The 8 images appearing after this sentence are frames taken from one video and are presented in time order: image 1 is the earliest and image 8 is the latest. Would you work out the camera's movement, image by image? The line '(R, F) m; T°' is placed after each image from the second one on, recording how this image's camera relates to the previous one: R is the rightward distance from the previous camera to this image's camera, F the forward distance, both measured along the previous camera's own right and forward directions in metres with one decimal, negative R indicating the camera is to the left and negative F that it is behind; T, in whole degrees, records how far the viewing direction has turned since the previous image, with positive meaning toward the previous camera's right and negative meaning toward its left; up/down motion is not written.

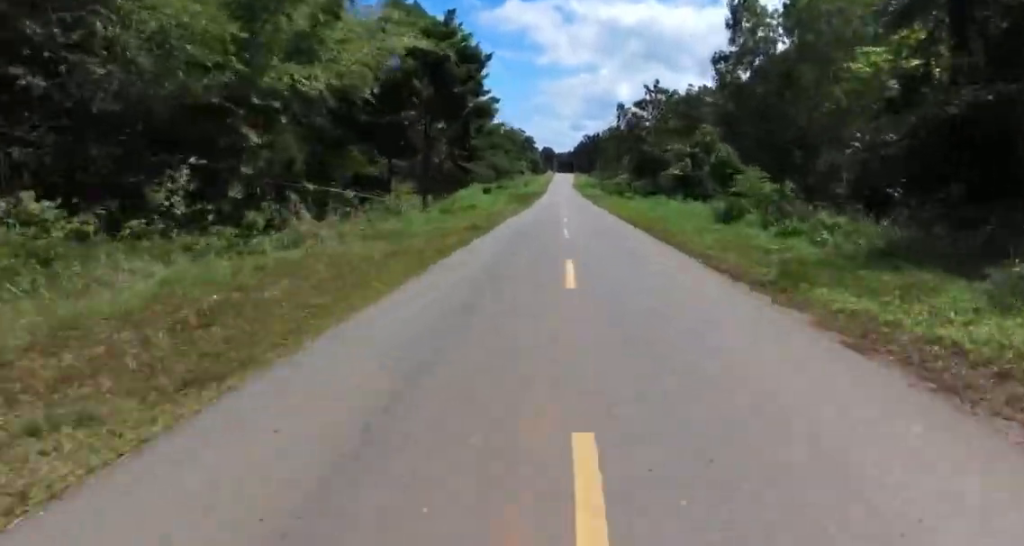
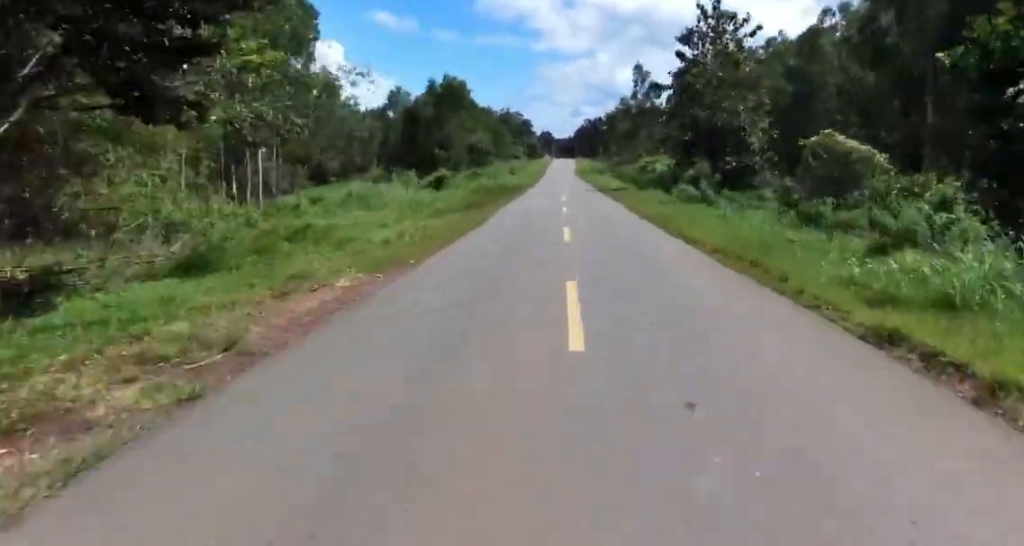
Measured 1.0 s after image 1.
(+0.3, +28.1) m; +1°
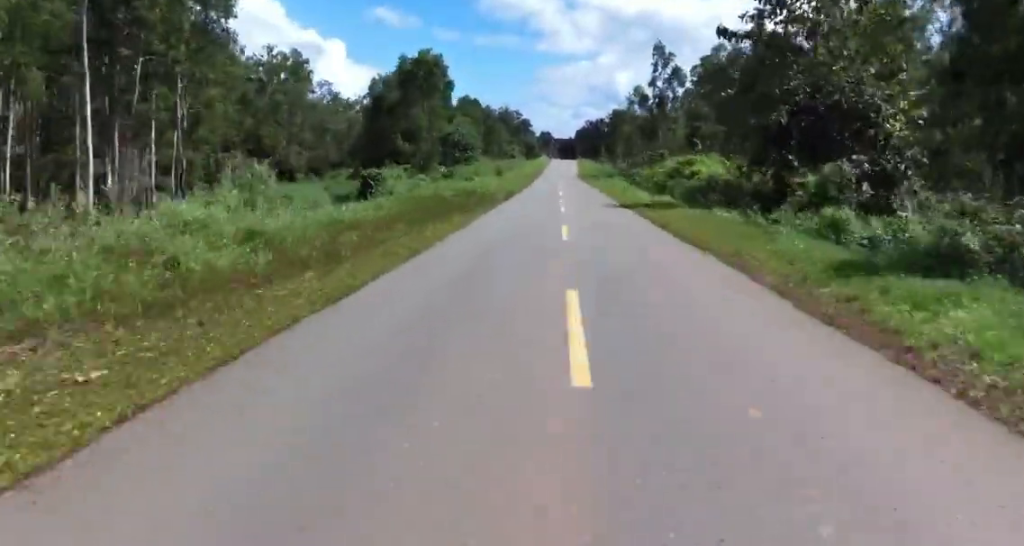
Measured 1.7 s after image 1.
(0.0, +18.8) m; 0°
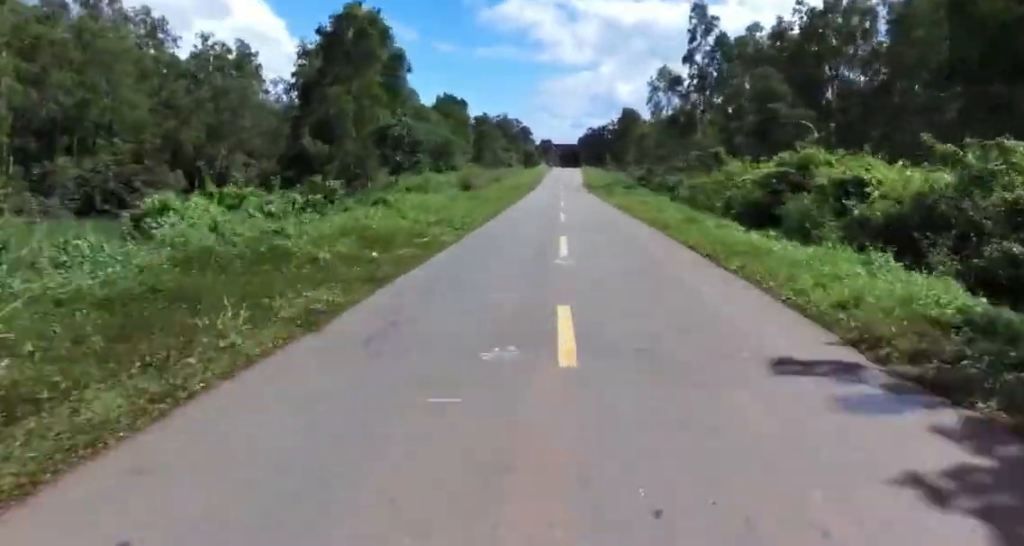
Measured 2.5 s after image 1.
(0.0, +21.5) m; +1°
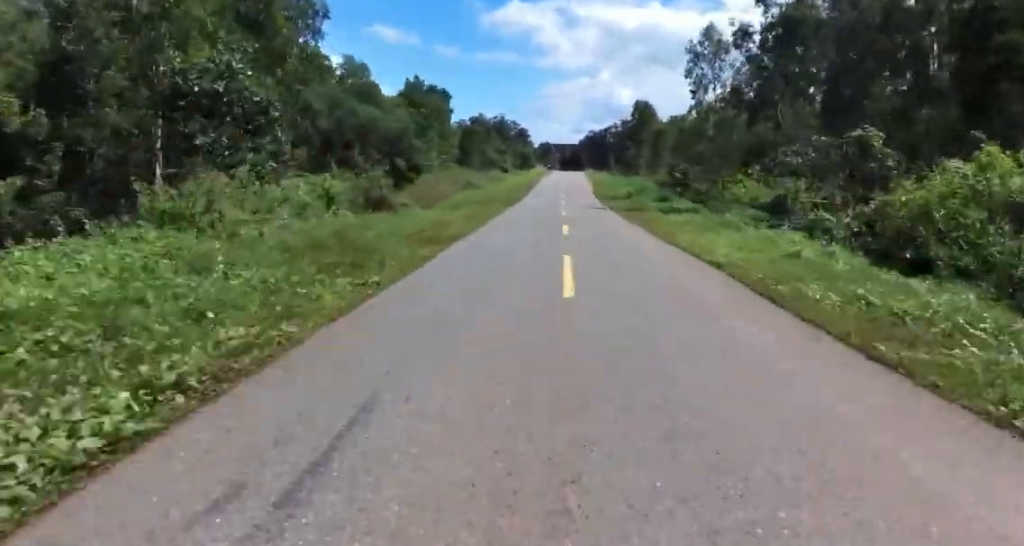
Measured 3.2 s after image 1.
(+0.2, +21.1) m; -1°
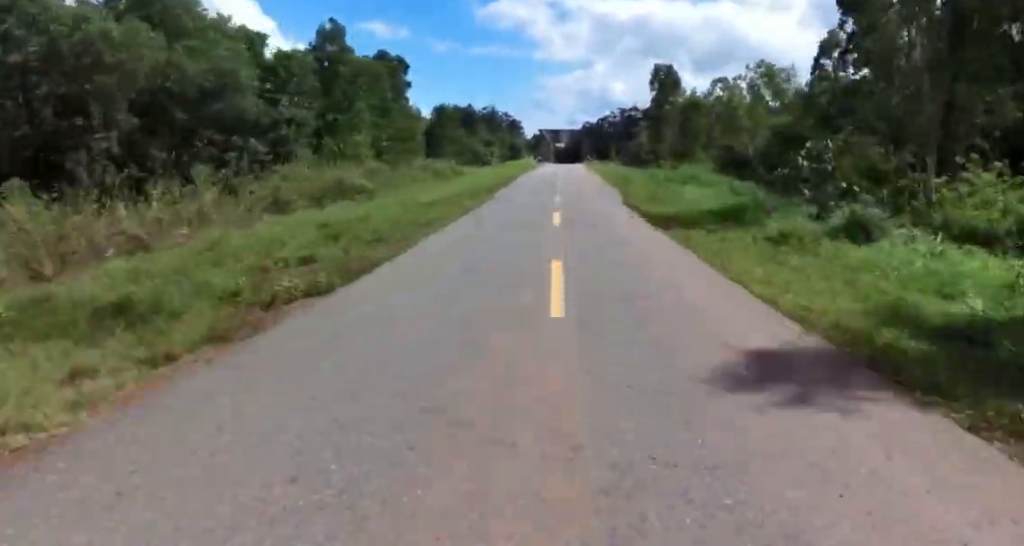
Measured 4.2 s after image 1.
(-0.6, +26.4) m; -1°
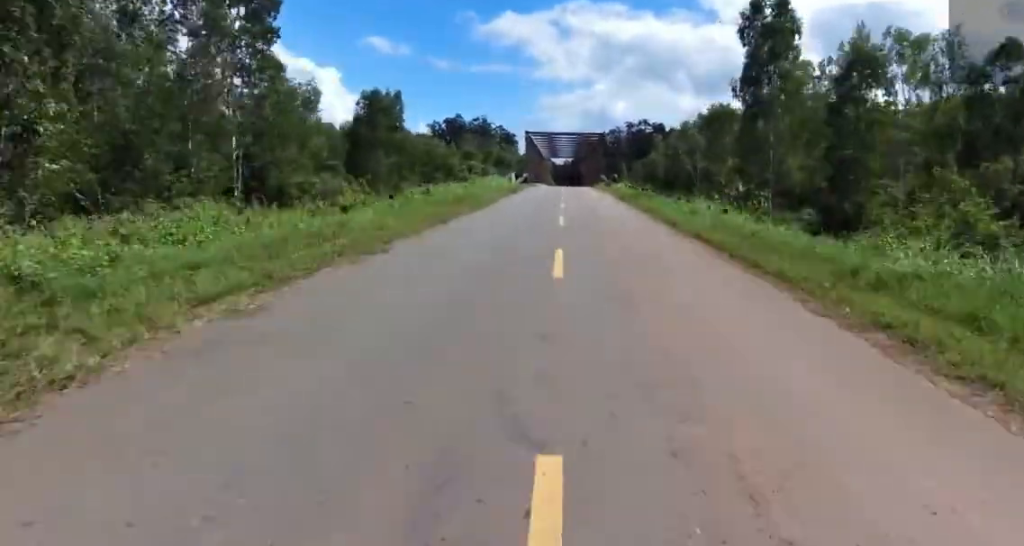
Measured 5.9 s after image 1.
(+0.9, +40.2) m; +3°
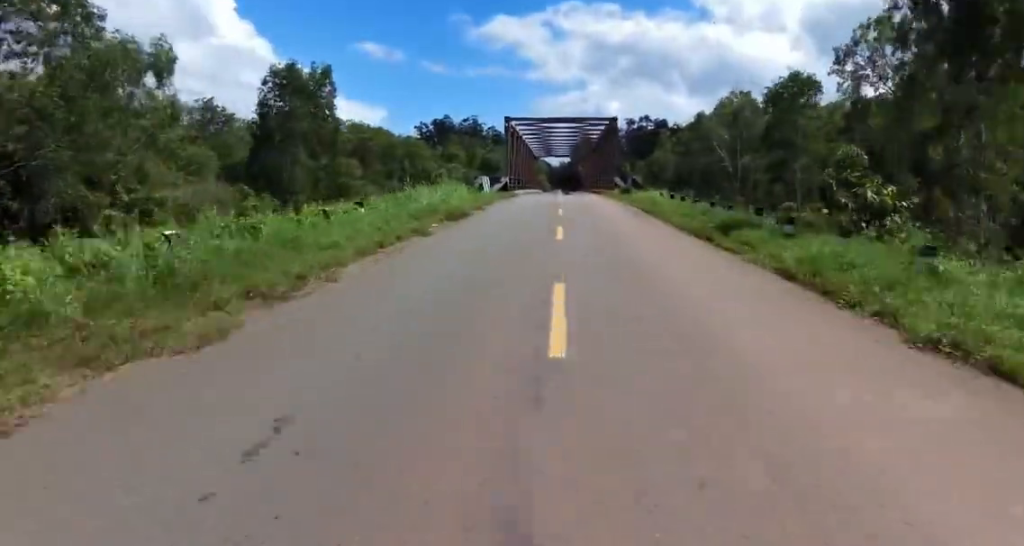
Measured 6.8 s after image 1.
(-0.2, +20.8) m; +1°
